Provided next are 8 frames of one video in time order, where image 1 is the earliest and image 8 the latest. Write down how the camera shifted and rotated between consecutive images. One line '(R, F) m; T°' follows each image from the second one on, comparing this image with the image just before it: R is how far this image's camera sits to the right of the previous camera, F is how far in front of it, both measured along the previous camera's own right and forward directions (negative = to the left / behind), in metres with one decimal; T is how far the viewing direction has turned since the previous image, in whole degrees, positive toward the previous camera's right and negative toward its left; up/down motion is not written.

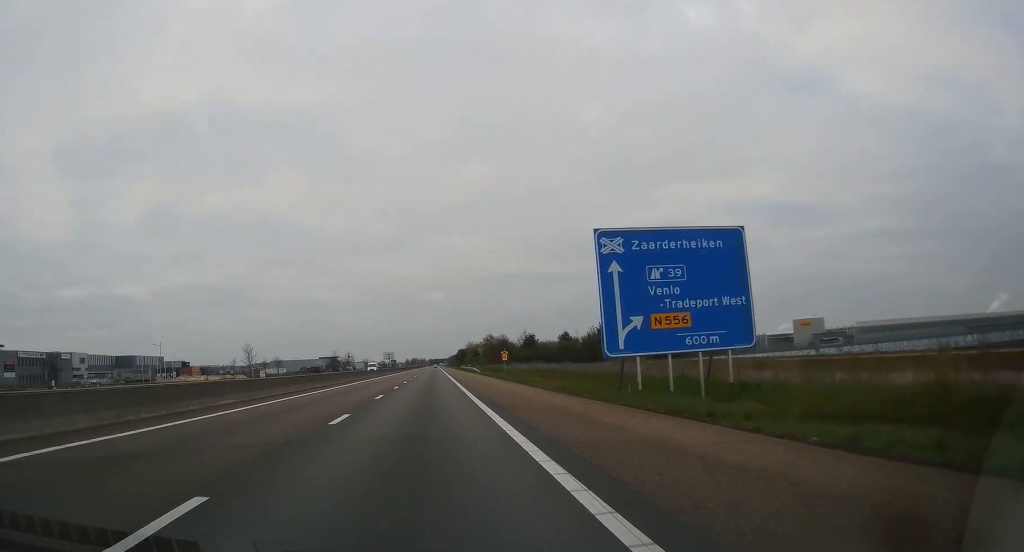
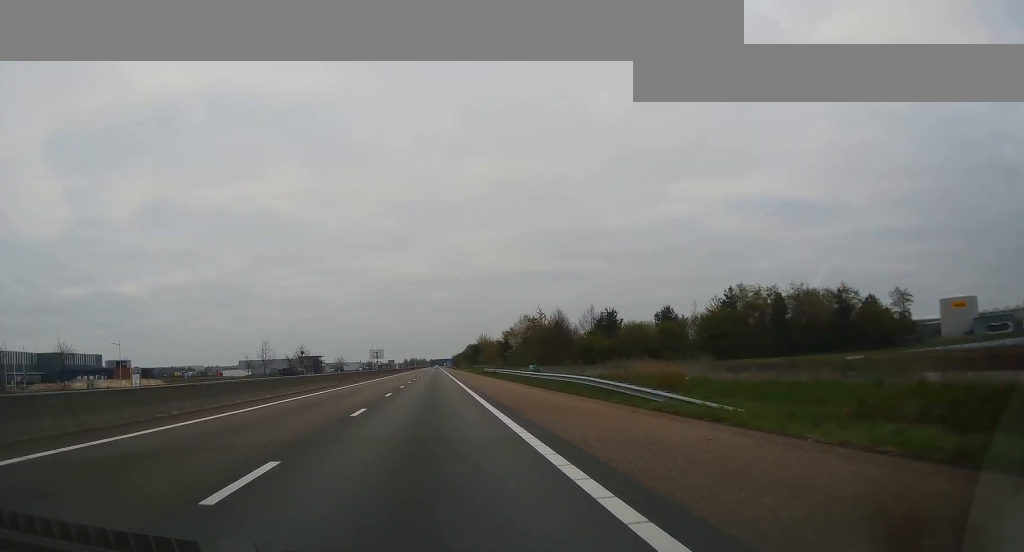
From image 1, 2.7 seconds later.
(+0.7, +79.2) m; 0°
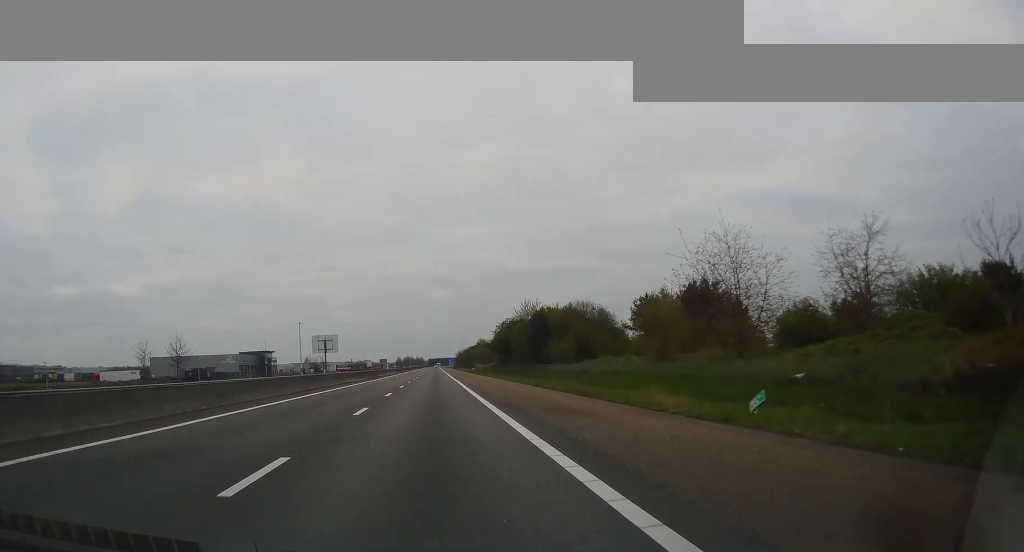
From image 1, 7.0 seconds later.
(-0.8, +117.1) m; 0°
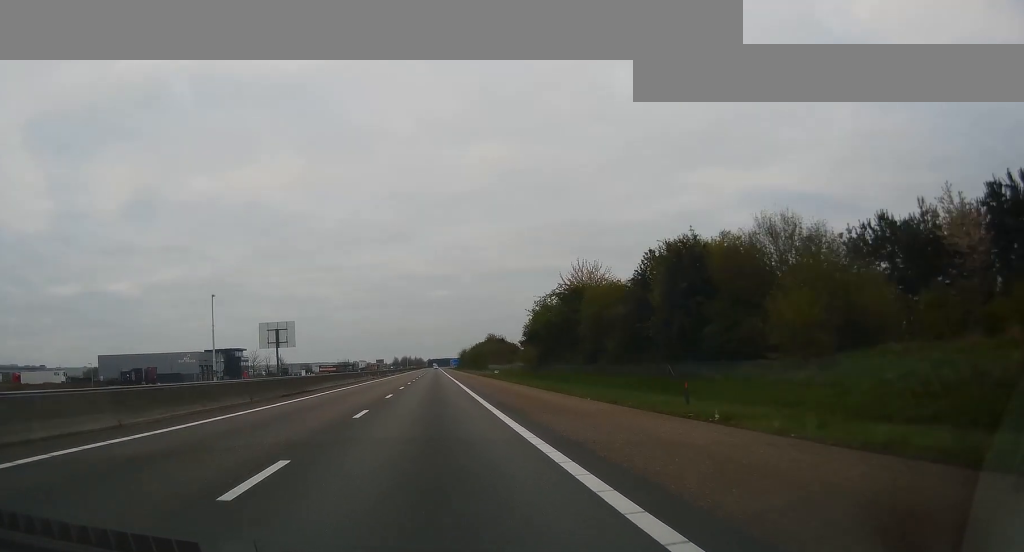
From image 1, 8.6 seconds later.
(0.0, +50.8) m; 0°
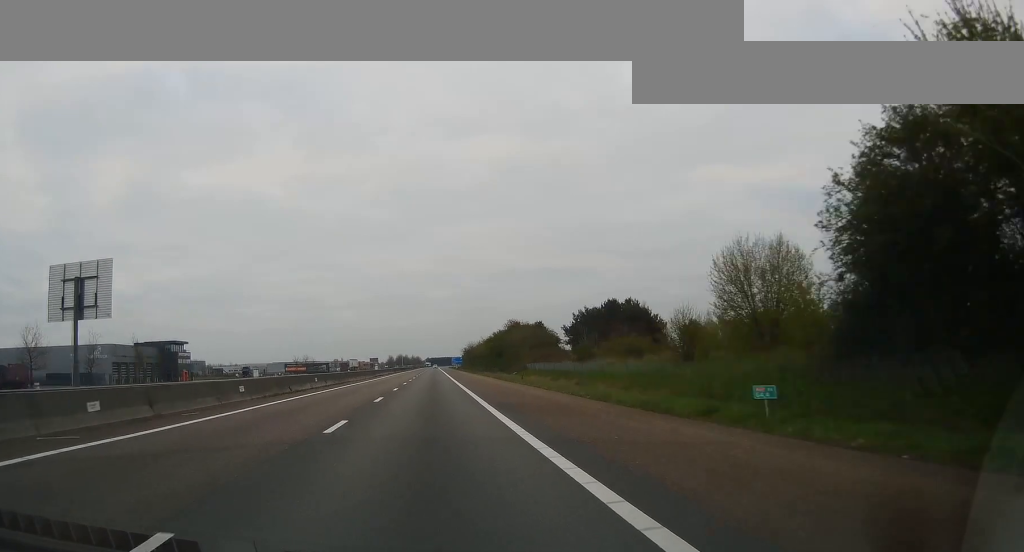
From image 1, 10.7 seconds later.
(0.0, +66.1) m; 0°
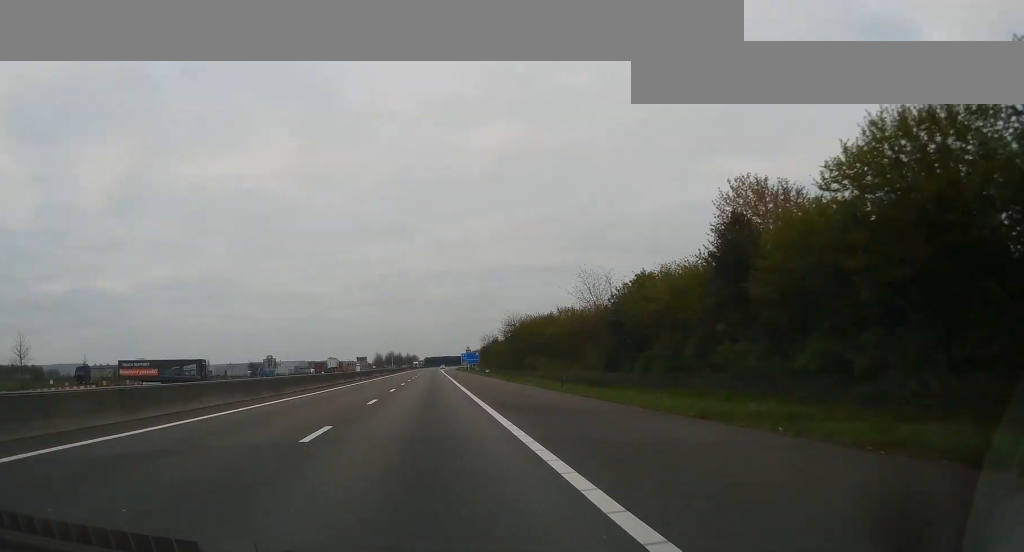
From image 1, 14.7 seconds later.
(-0.1, +97.1) m; 0°
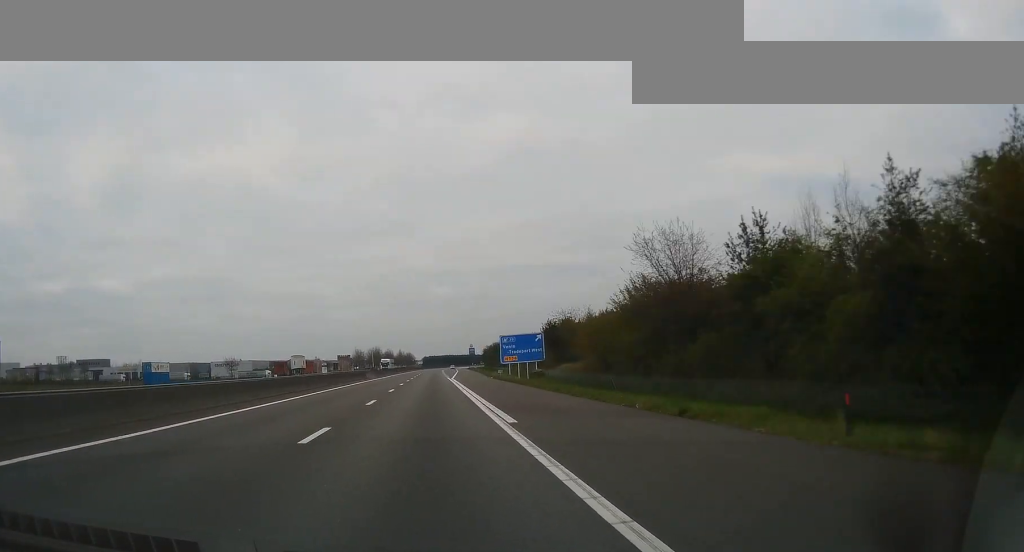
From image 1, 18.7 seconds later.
(+0.6, +143.9) m; +1°
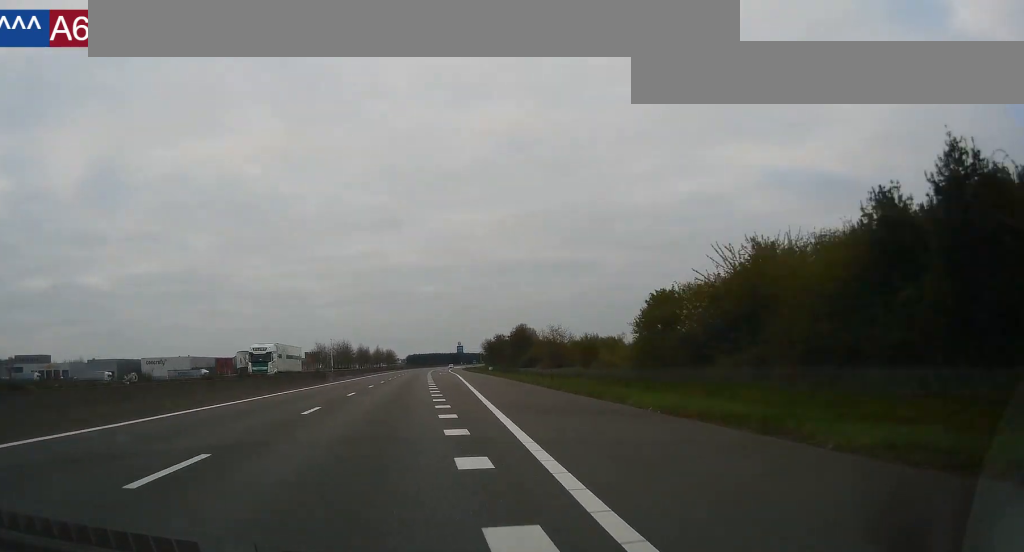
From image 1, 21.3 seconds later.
(+0.8, +77.6) m; +1°
